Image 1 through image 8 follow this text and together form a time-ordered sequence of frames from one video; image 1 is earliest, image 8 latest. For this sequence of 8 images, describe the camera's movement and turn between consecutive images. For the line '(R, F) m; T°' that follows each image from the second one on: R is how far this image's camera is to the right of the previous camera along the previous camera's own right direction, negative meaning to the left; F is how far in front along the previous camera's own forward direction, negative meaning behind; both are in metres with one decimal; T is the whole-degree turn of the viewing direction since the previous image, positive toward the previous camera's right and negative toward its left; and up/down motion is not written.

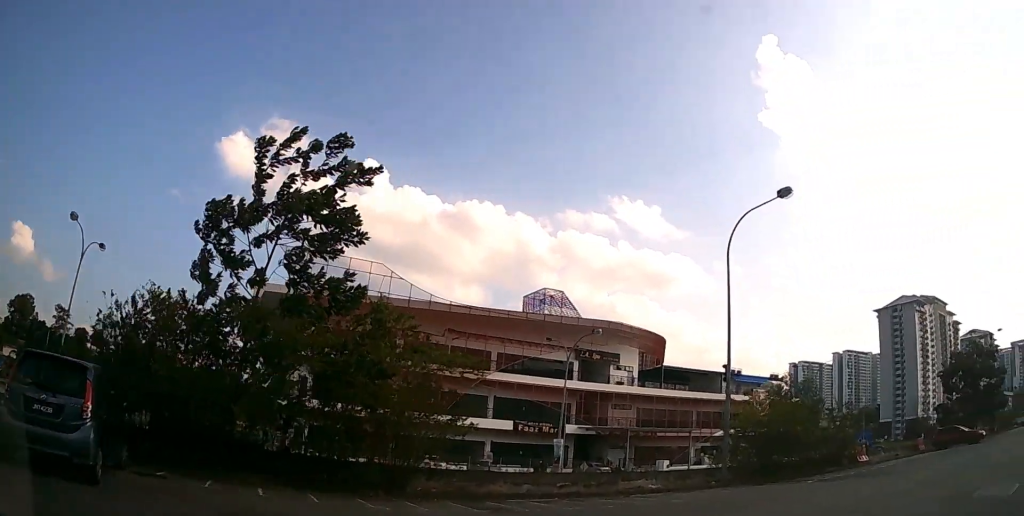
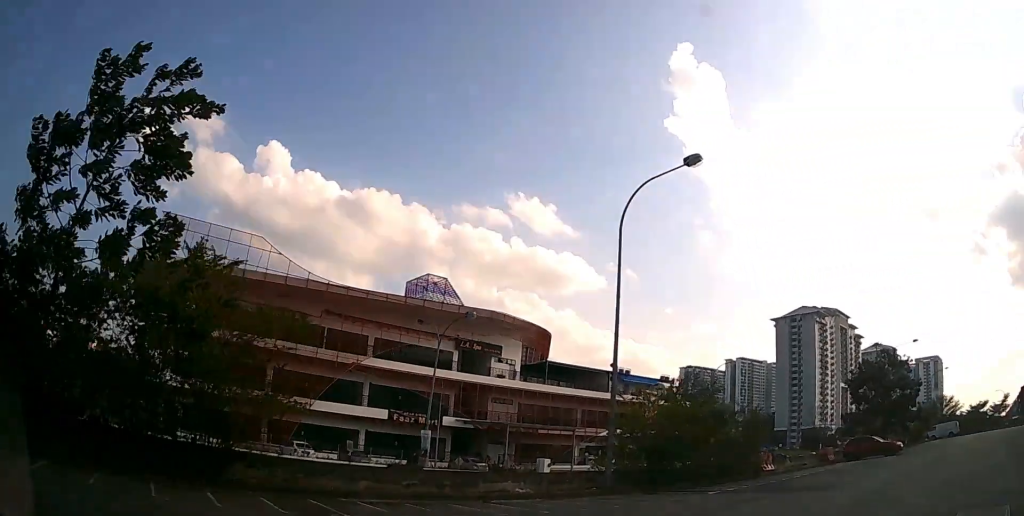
(0.0, +2.7) m; +12°
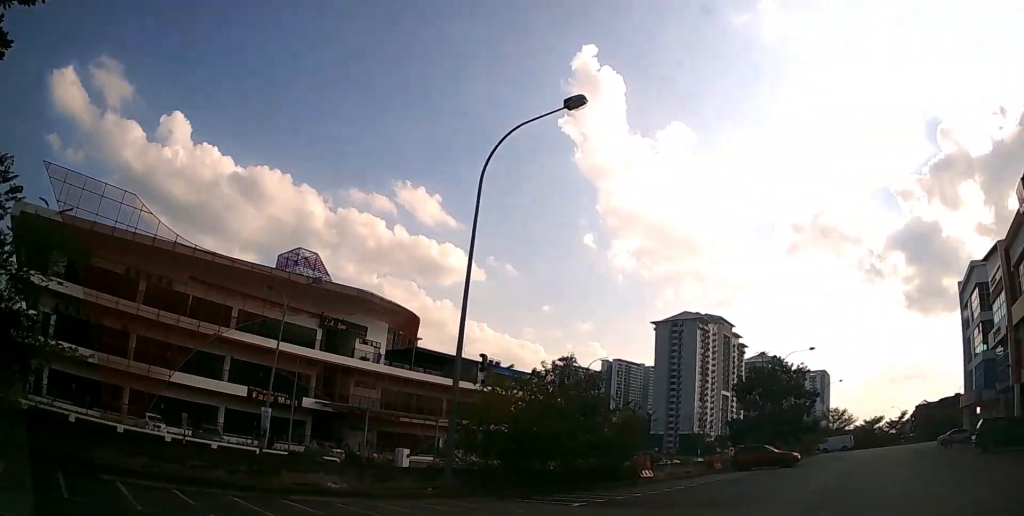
(+0.6, +3.1) m; +13°
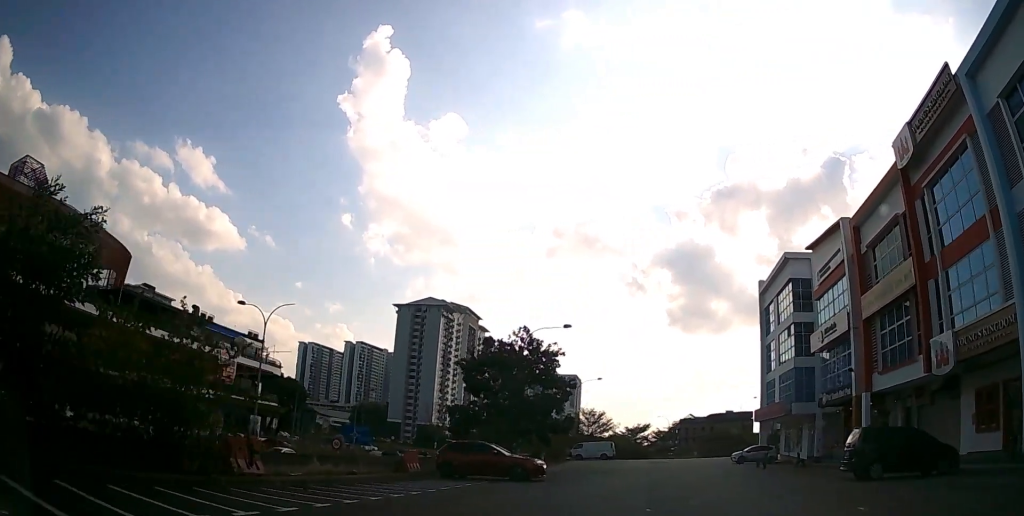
(+3.3, +10.3) m; +30°
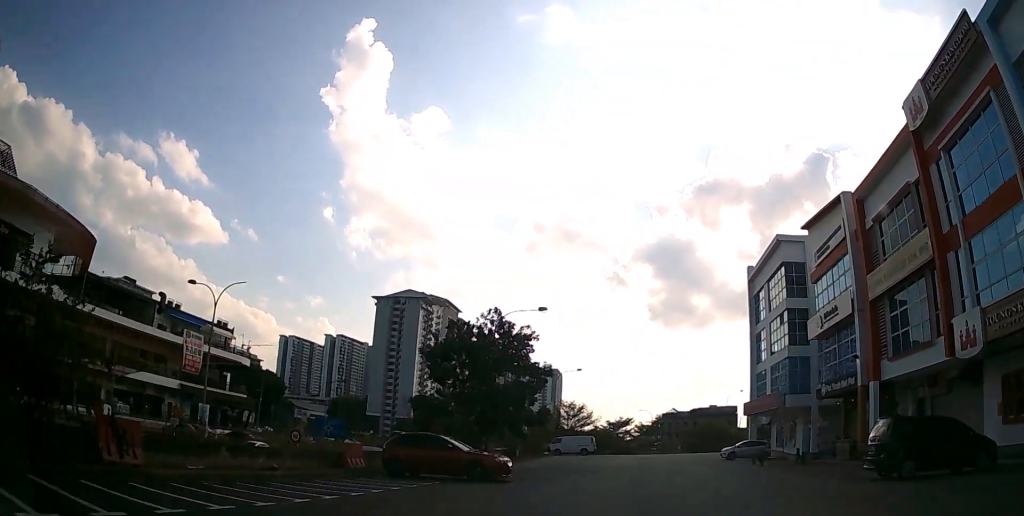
(+0.3, +3.2) m; +3°
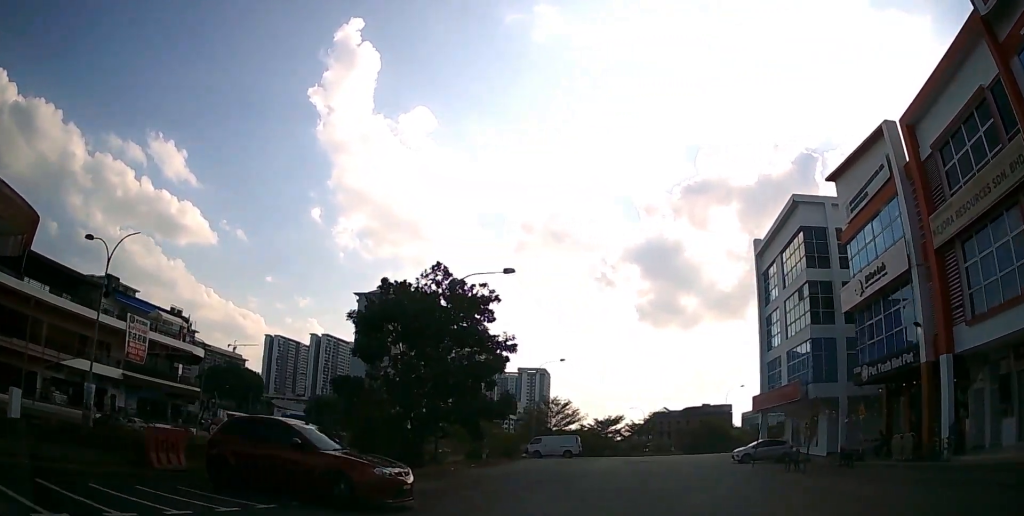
(+0.3, +7.9) m; +2°
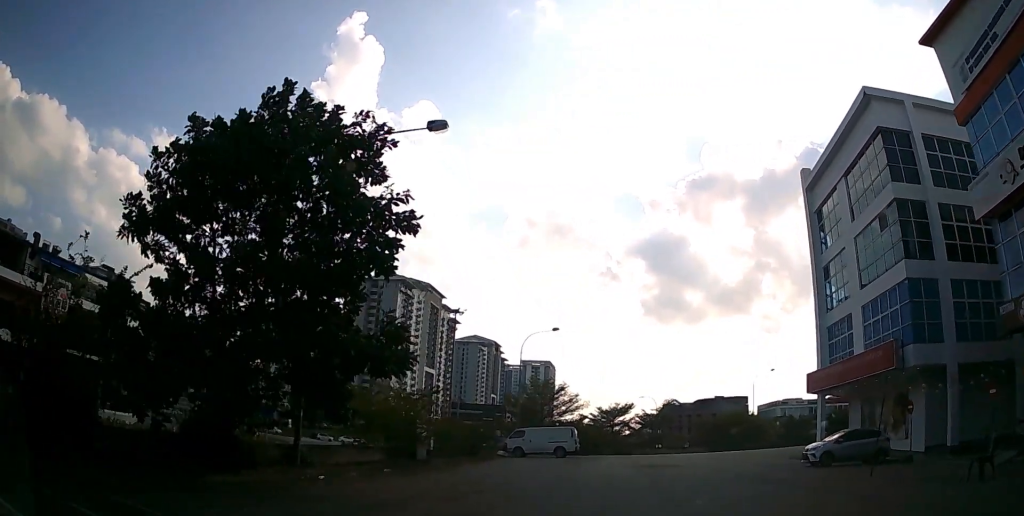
(-0.1, +13.6) m; 0°
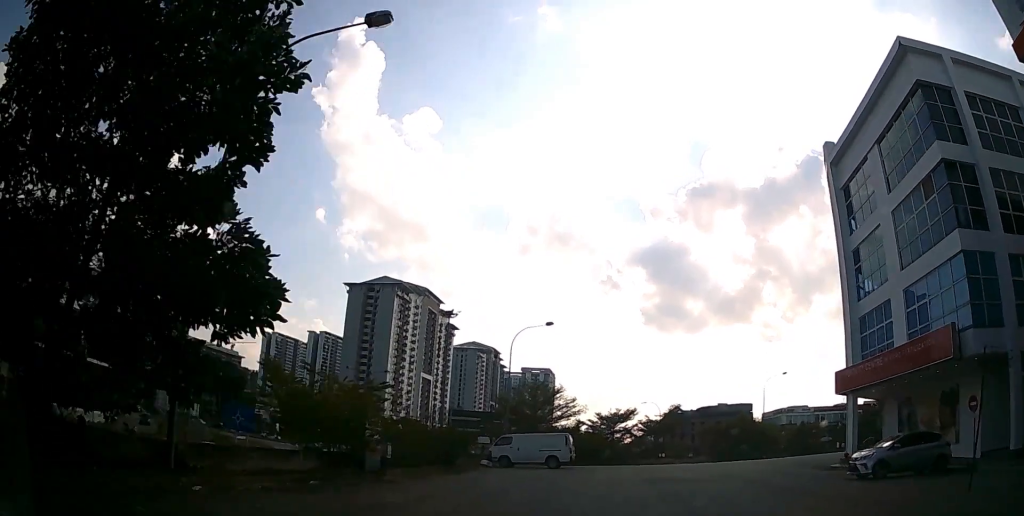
(0.0, +5.1) m; 0°
